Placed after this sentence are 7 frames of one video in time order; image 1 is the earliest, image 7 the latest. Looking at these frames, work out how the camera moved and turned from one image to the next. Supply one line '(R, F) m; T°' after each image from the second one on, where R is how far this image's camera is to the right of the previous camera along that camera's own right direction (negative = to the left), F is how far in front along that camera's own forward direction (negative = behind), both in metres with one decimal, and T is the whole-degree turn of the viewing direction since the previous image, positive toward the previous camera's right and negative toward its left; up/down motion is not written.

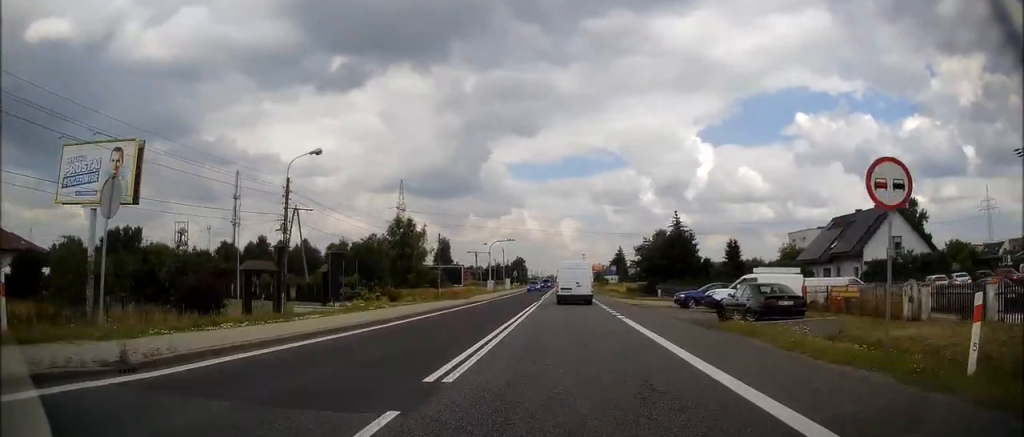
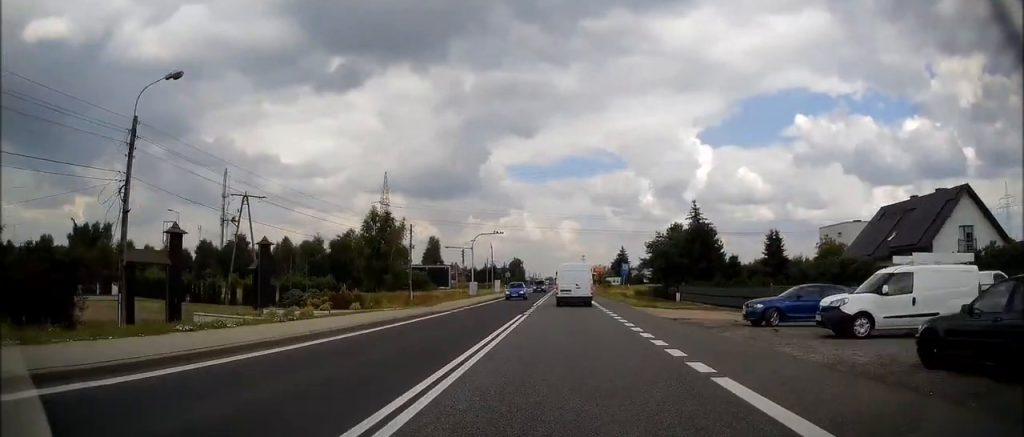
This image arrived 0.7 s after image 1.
(+0.3, +13.2) m; 0°
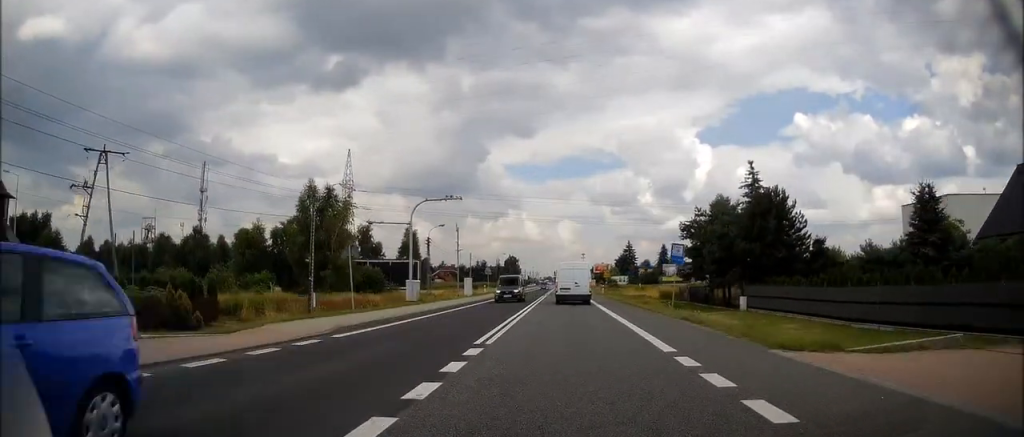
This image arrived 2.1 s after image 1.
(-0.2, +23.6) m; -1°
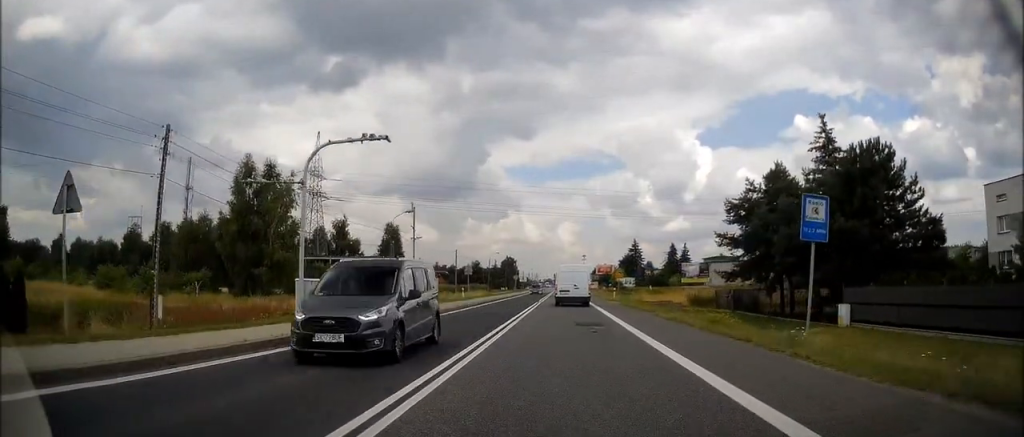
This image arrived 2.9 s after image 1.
(0.0, +15.2) m; 0°
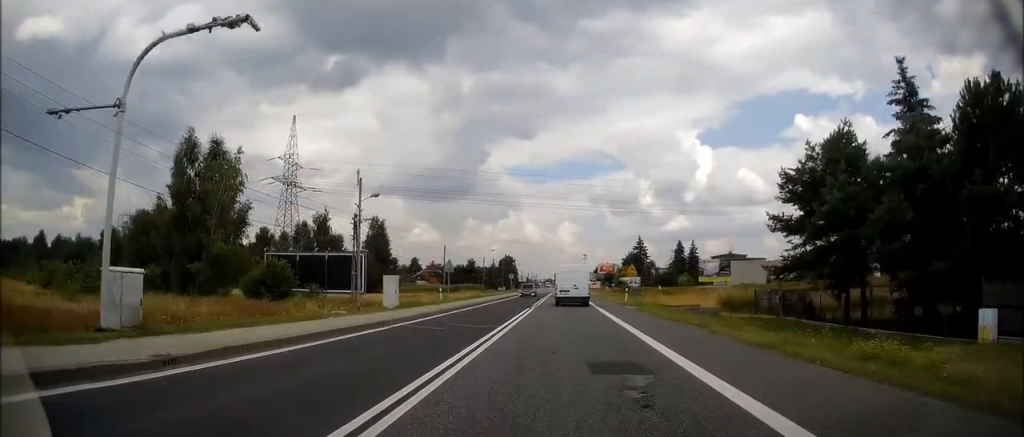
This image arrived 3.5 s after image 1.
(0.0, +10.0) m; 0°
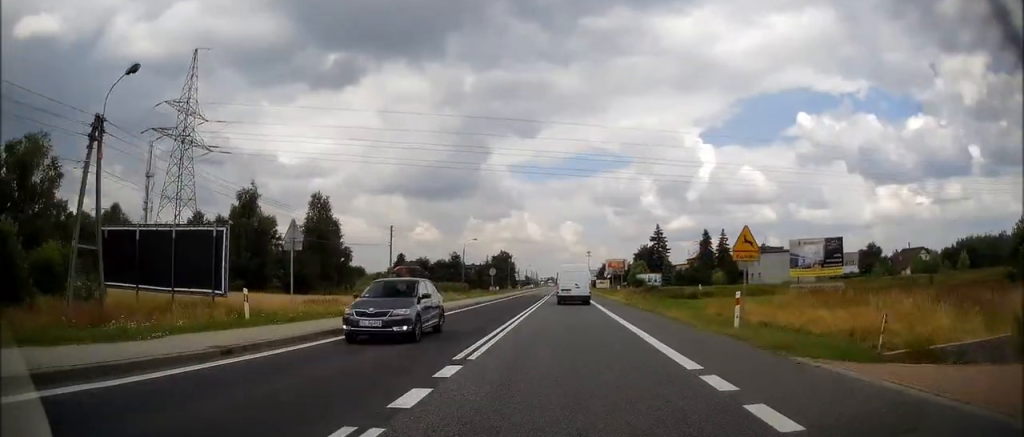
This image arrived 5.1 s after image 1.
(+0.1, +28.3) m; +1°
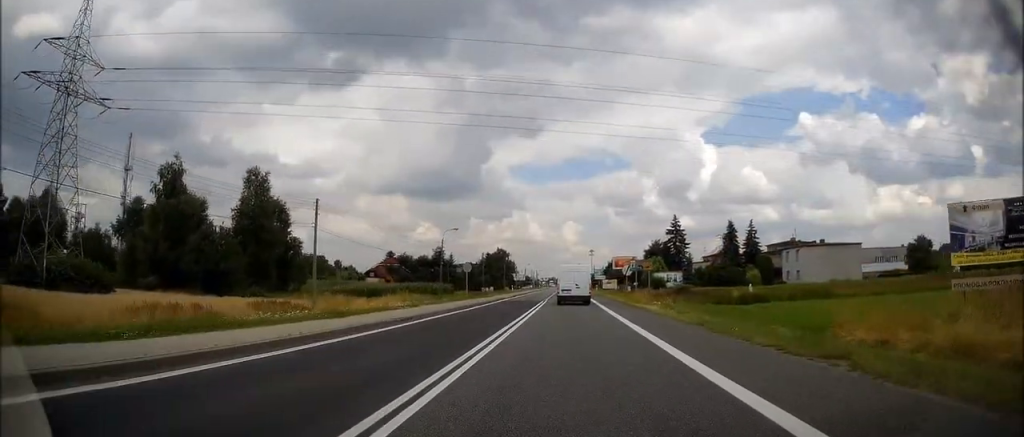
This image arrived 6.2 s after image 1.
(+0.2, +19.1) m; -1°
